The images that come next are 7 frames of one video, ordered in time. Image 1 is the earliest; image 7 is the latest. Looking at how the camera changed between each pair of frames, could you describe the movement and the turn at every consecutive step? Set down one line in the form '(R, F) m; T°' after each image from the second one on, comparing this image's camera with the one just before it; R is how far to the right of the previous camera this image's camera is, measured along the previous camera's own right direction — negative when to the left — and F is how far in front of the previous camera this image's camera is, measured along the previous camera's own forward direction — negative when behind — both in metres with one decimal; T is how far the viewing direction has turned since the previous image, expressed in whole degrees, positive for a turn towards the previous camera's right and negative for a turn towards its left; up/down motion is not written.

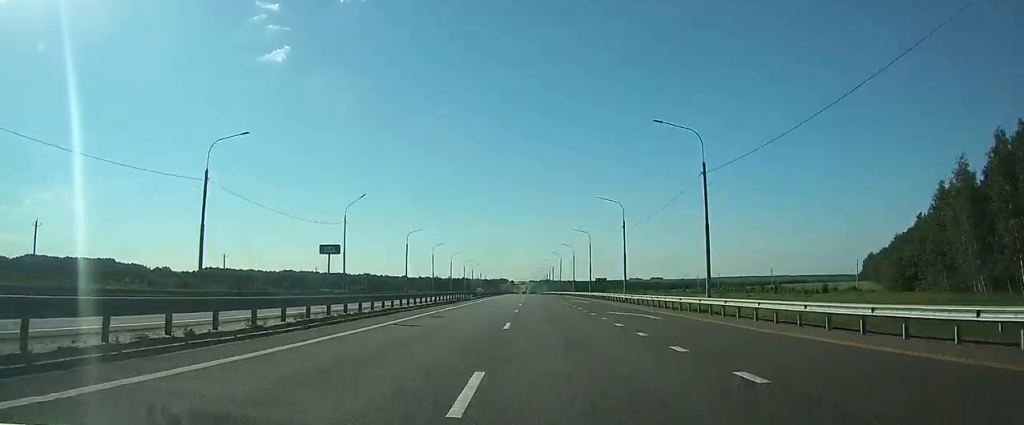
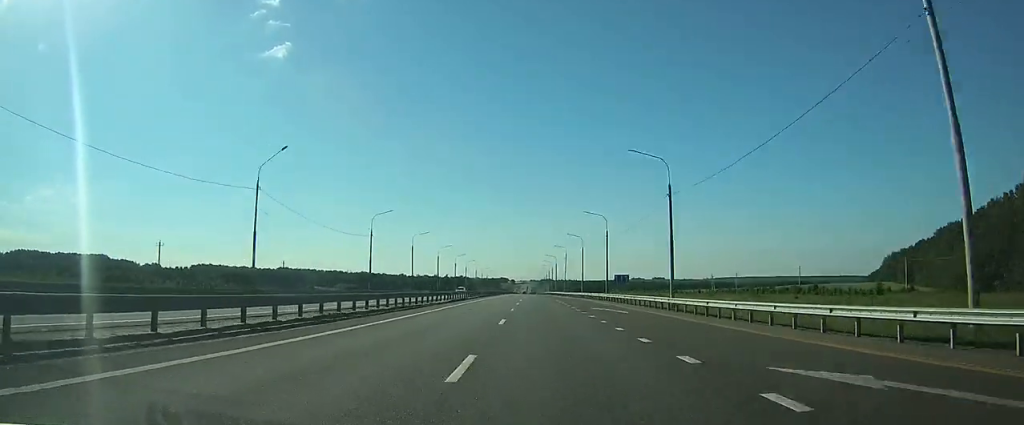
(-0.1, +22.0) m; 0°
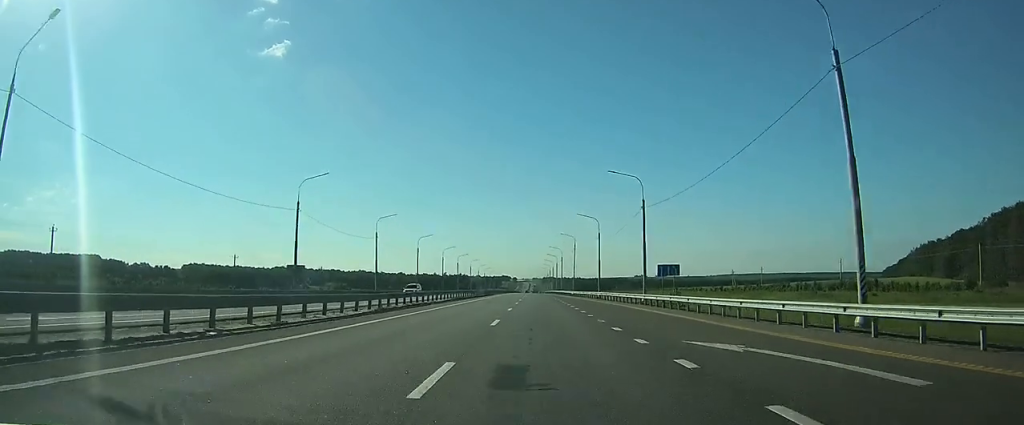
(0.0, +25.0) m; 0°
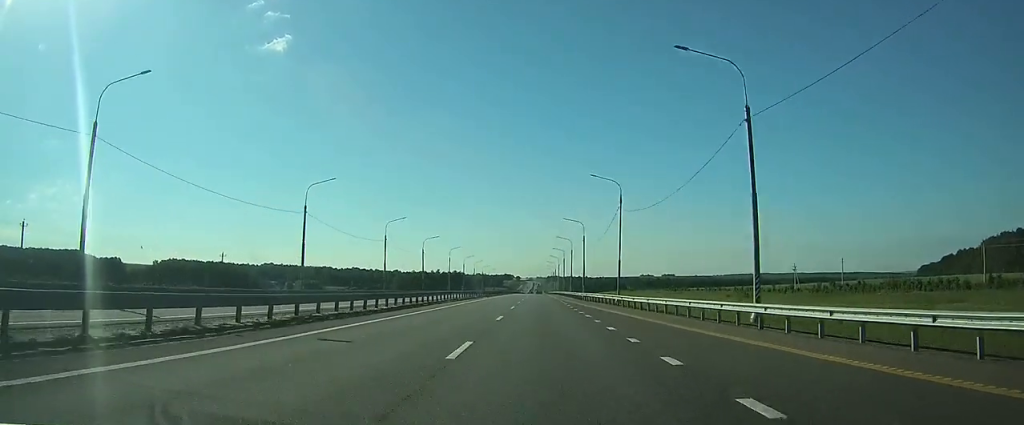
(-0.2, +56.1) m; -1°
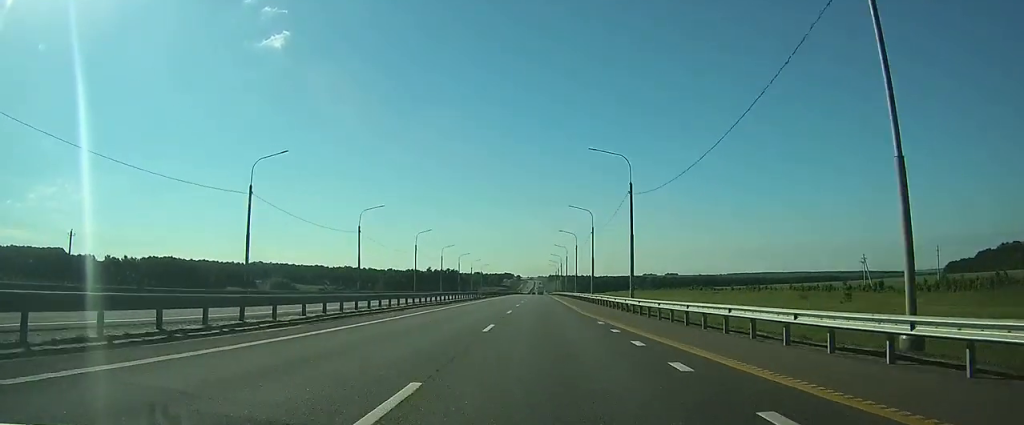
(-0.2, +41.2) m; 0°
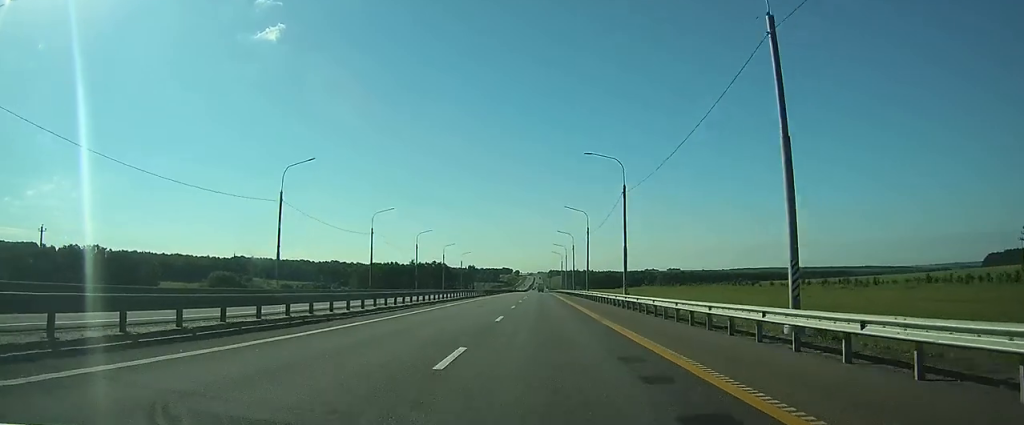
(0.0, +55.6) m; 0°
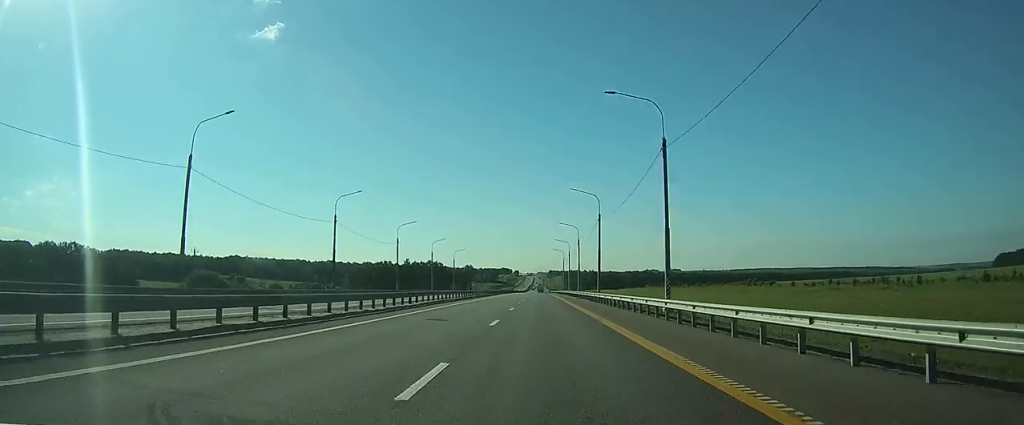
(0.0, +14.3) m; 0°
